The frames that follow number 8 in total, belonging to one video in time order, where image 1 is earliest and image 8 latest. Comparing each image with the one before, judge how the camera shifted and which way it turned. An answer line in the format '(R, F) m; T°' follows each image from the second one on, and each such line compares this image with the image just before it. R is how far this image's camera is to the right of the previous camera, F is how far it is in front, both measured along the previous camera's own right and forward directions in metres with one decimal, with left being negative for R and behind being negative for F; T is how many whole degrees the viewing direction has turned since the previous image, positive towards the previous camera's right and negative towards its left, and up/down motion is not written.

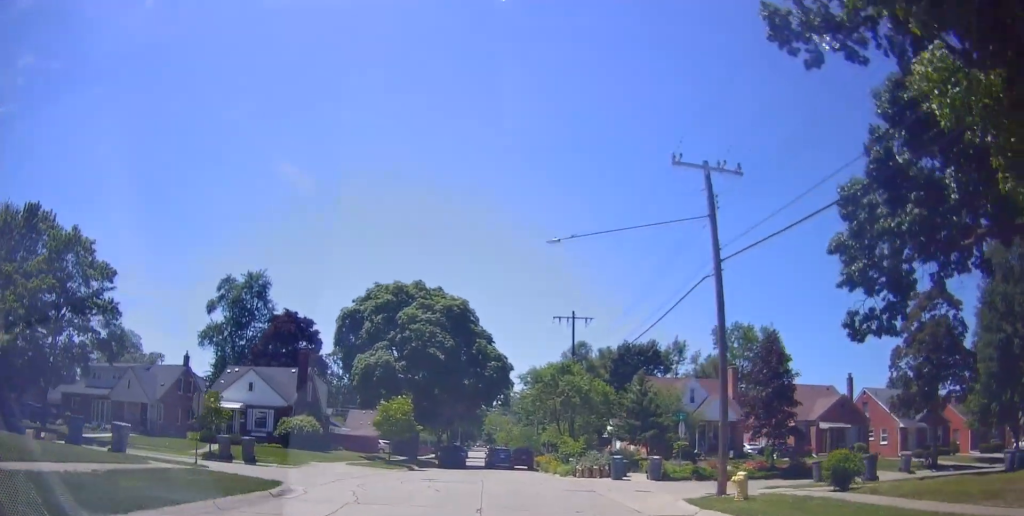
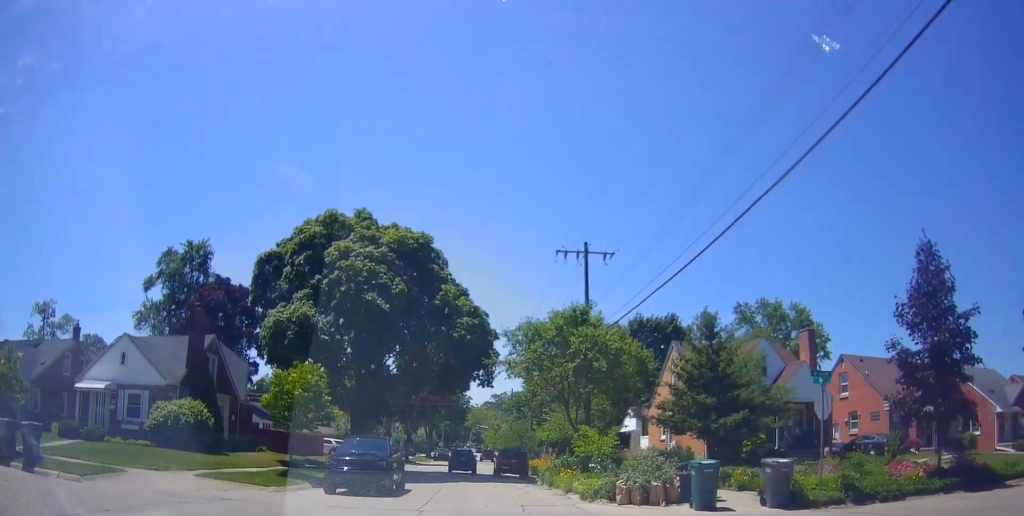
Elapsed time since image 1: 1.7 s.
(0.0, +15.6) m; -2°
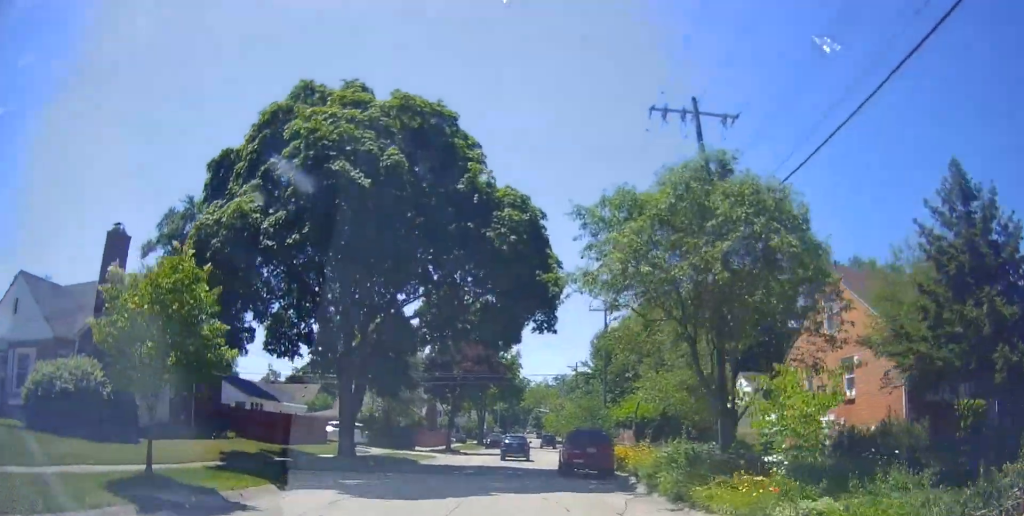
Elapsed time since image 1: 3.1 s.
(-0.7, +12.7) m; -5°
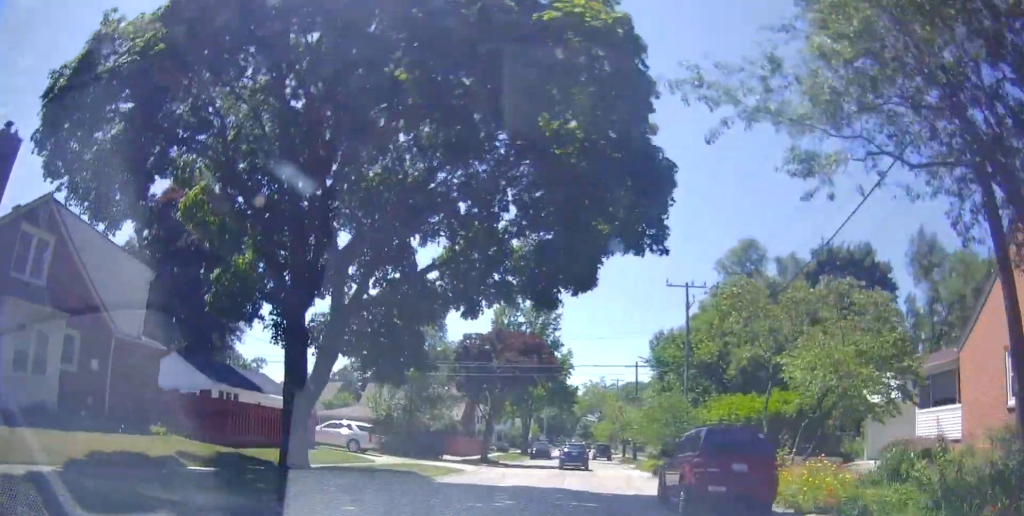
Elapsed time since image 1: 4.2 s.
(-0.1, +9.6) m; 0°
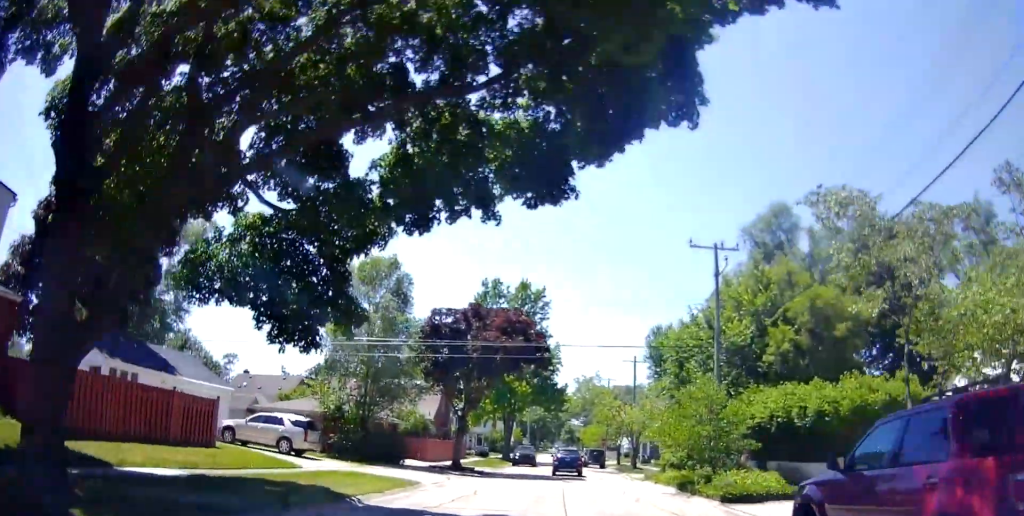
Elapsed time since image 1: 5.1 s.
(0.0, +7.5) m; +3°
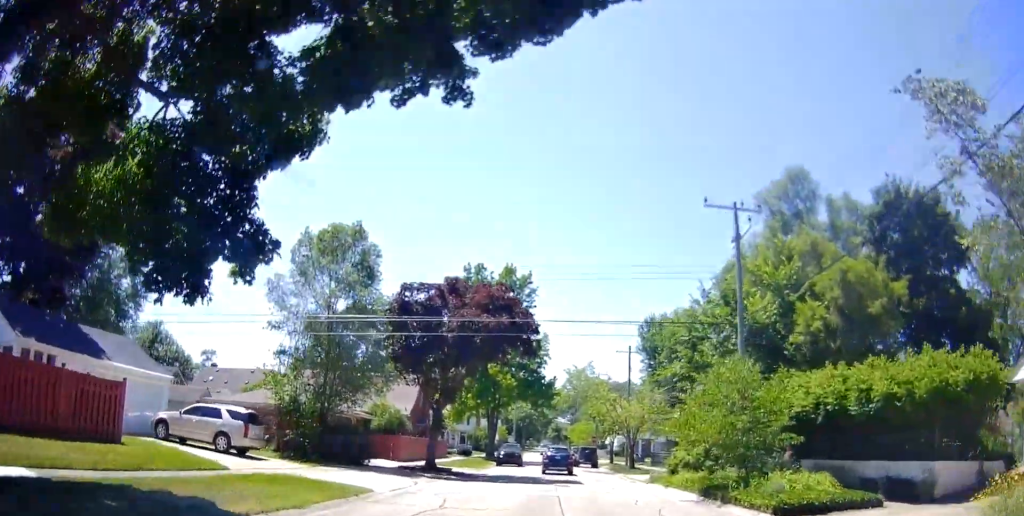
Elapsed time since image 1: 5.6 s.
(+0.3, +4.5) m; +2°
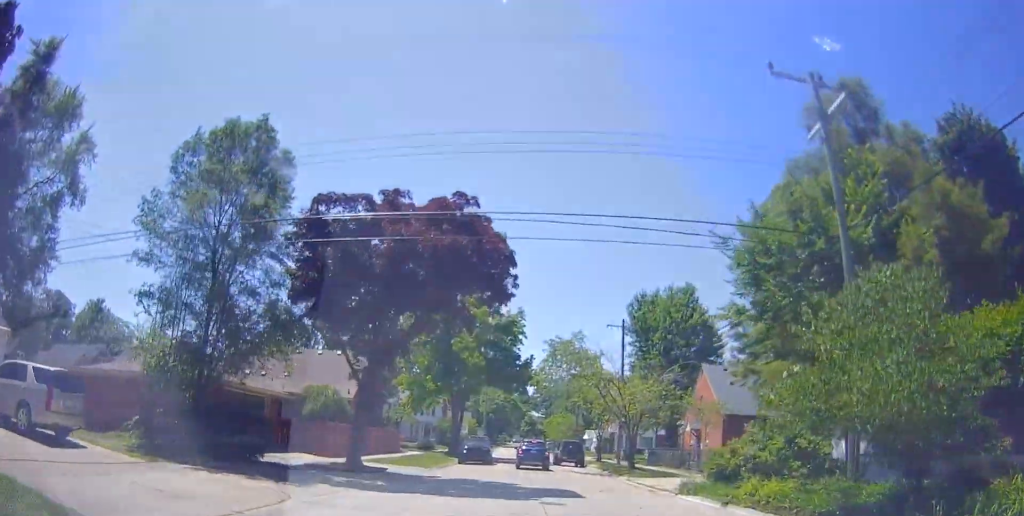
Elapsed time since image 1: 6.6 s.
(+0.3, +9.3) m; +2°
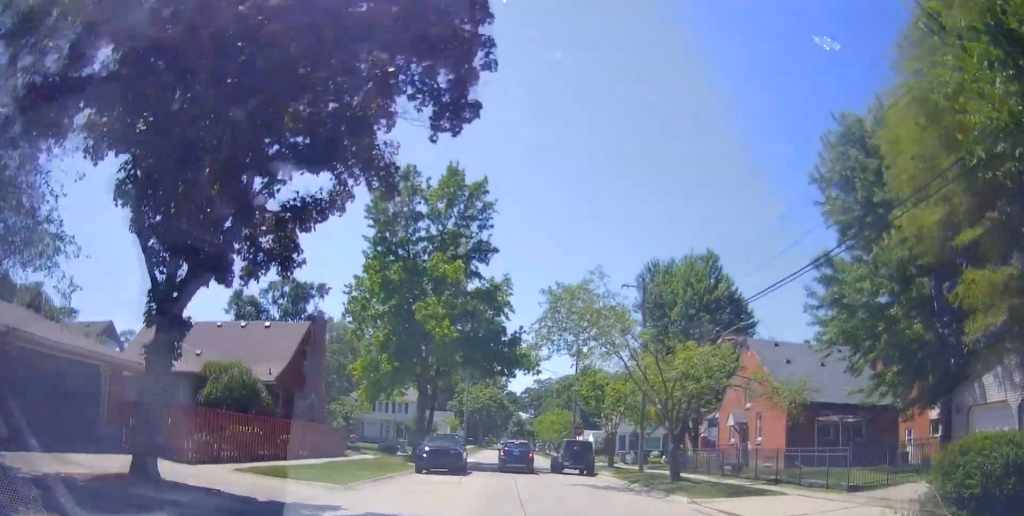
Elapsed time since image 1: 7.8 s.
(0.0, +11.4) m; -1°
